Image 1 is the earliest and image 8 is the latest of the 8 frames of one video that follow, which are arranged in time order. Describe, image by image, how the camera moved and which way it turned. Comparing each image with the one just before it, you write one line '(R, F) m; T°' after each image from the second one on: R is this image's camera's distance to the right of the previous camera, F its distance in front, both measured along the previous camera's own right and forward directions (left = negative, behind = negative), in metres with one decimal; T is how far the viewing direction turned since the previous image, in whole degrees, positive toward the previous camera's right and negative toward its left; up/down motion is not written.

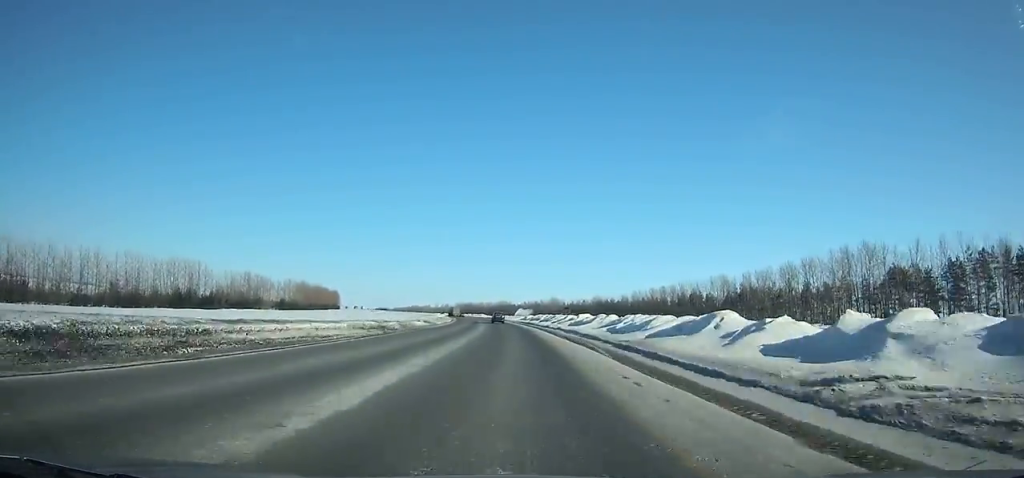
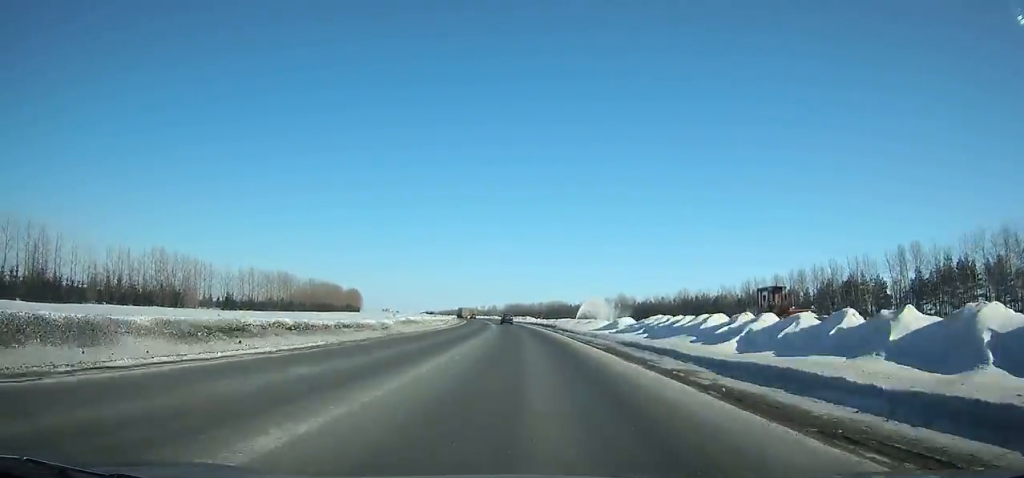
(-3.2, +79.8) m; -4°
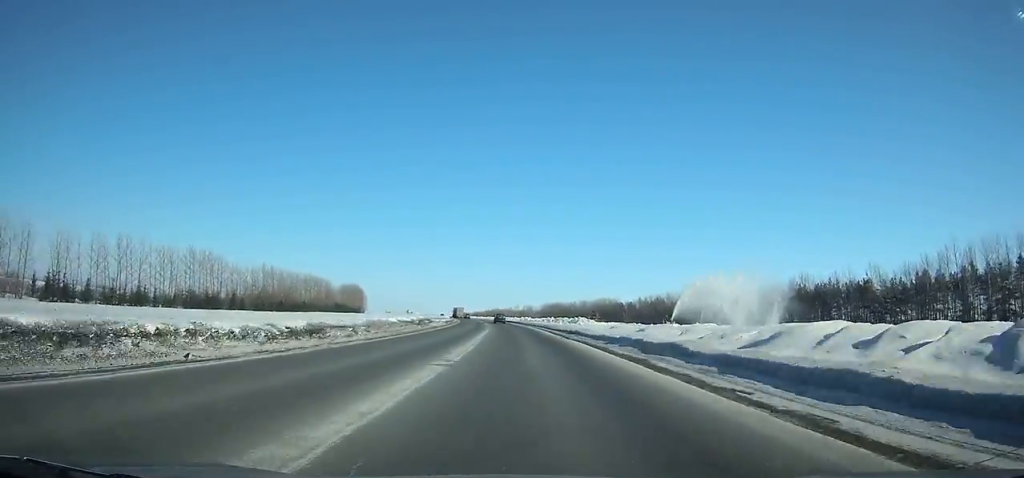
(-2.2, +76.4) m; -4°
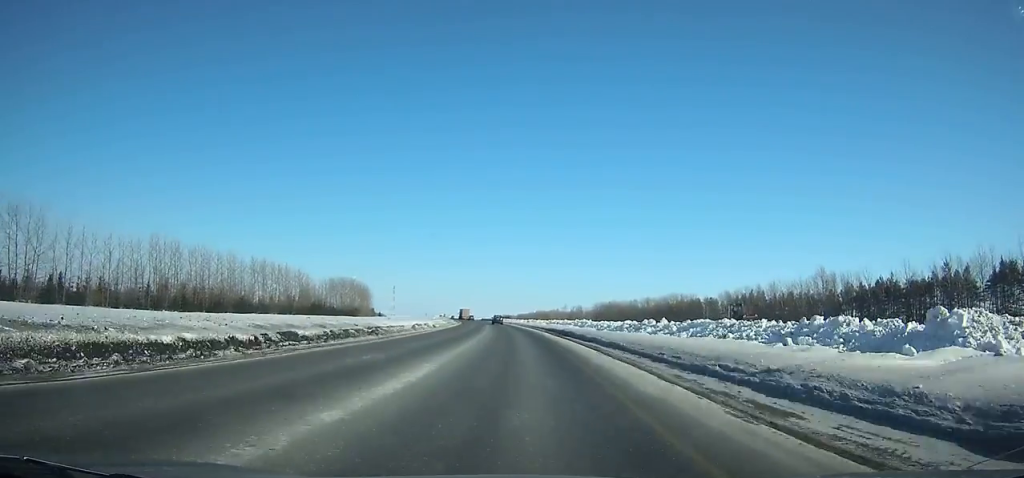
(-2.2, +75.1) m; -4°
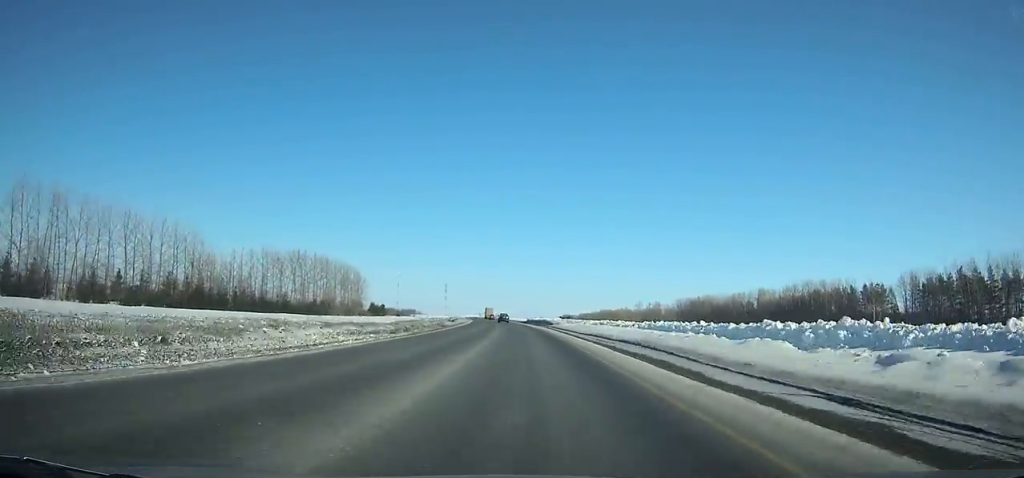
(-5.0, +90.6) m; -5°
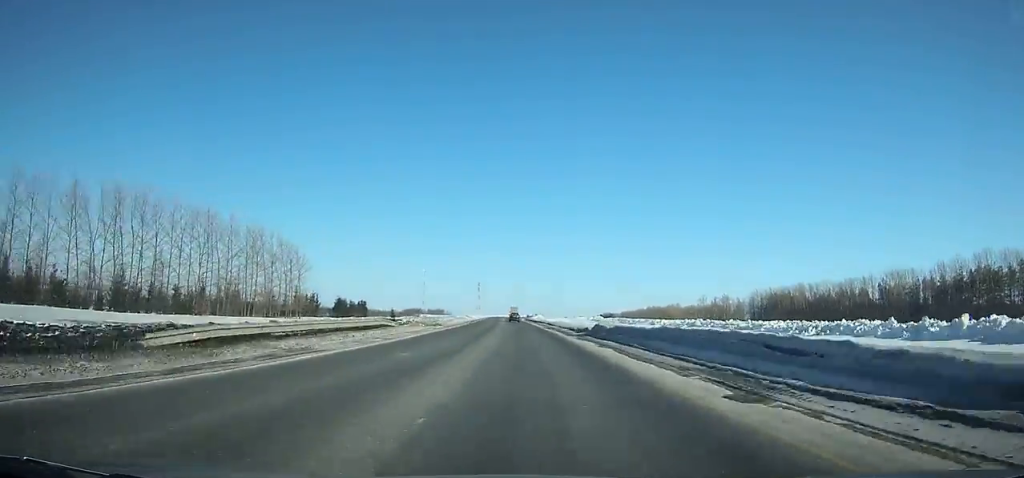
(-2.4, +70.1) m; -3°
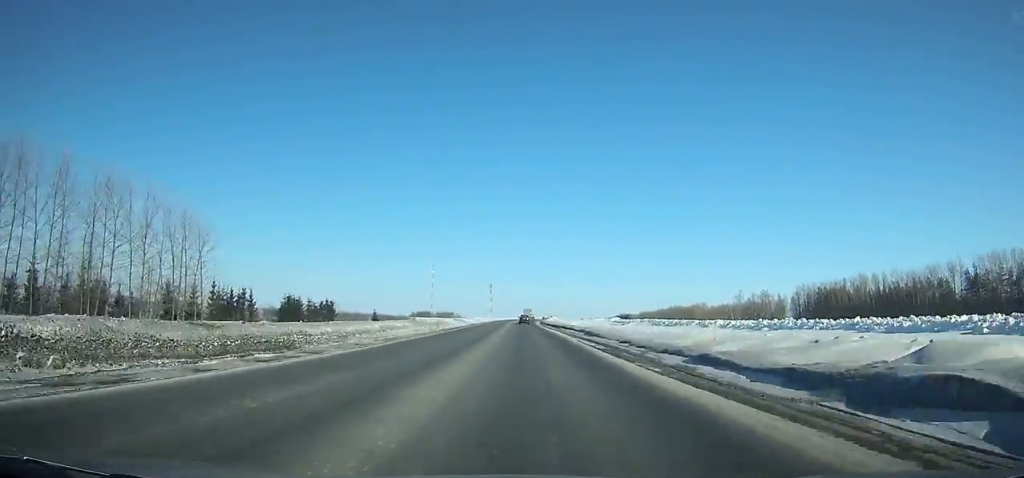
(-0.9, +37.2) m; -1°
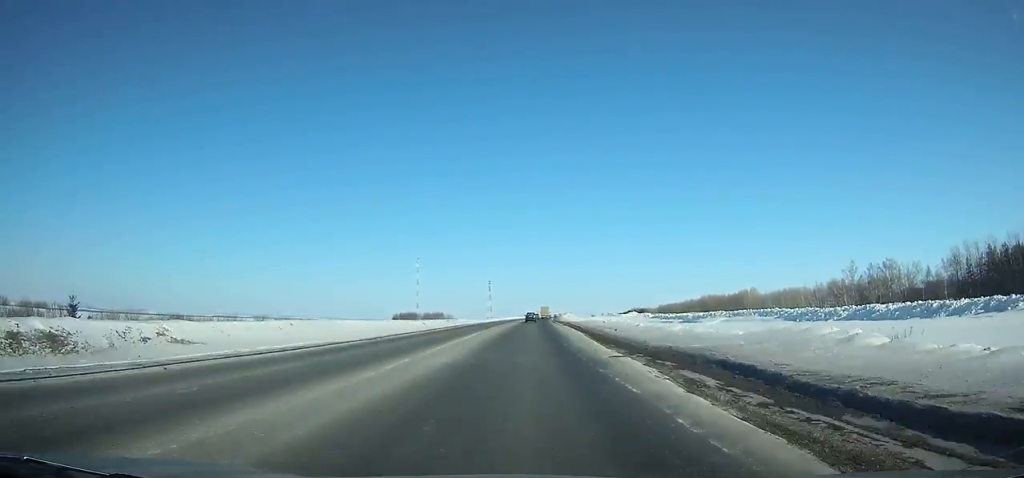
(-2.0, +106.8) m; -1°
